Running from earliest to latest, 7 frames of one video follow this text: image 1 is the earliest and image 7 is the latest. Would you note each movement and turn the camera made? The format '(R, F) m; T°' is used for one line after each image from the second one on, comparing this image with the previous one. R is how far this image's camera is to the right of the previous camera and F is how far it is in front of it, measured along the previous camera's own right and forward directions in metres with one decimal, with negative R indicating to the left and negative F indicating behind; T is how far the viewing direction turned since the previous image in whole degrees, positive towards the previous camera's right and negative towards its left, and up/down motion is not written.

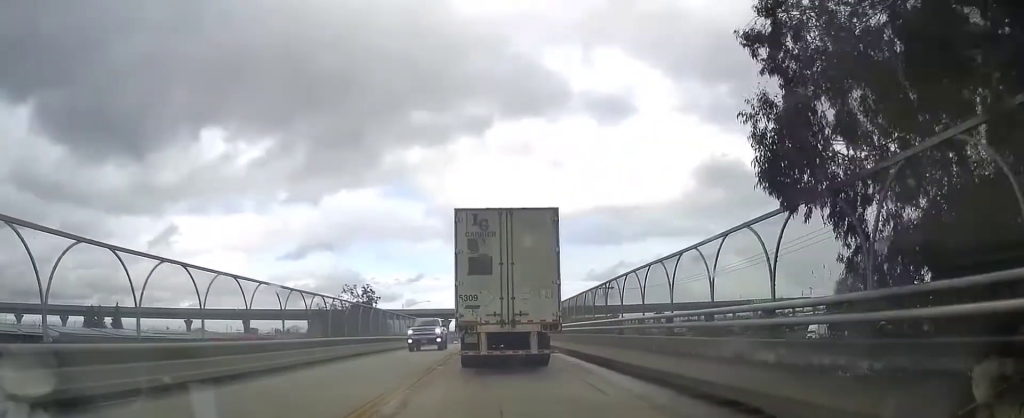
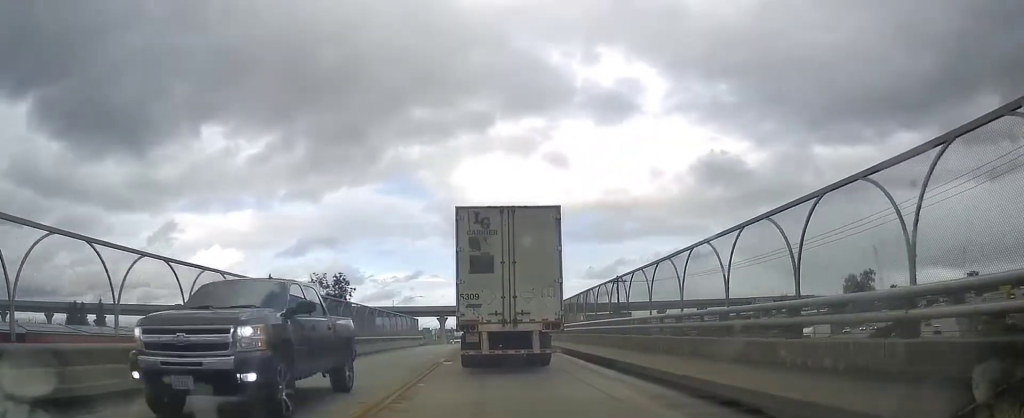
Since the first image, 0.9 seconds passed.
(0.0, +9.6) m; 0°
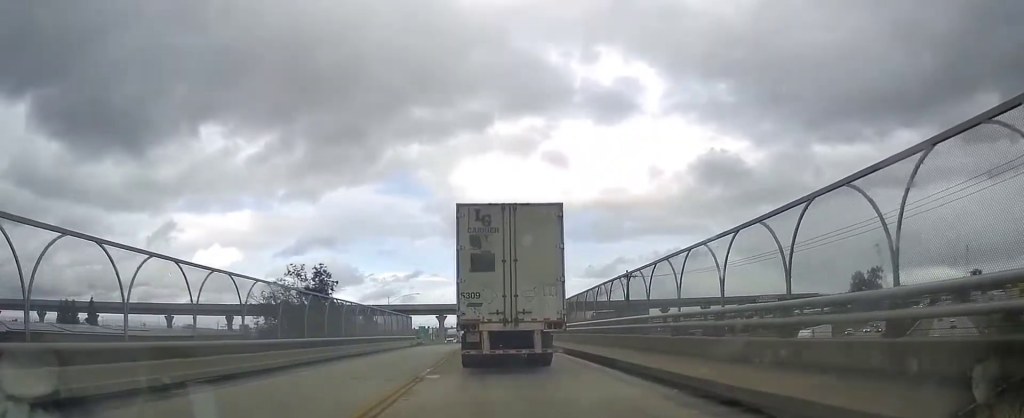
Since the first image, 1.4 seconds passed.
(0.0, +5.8) m; 0°
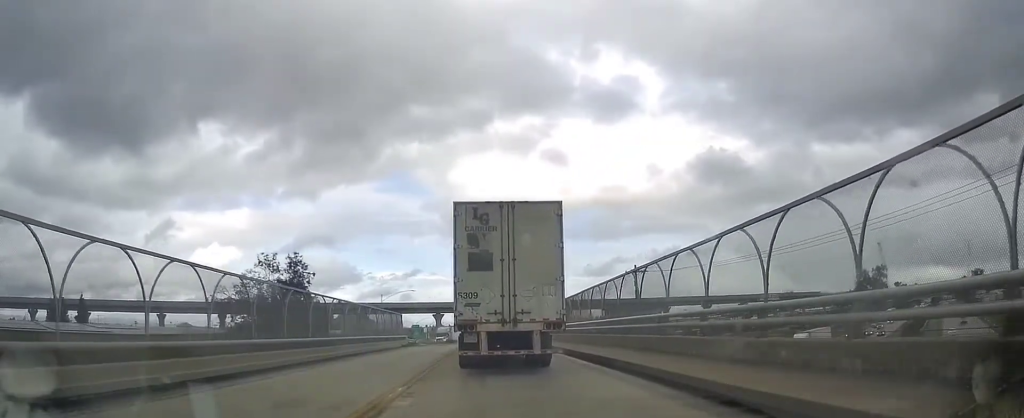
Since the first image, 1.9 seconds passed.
(0.0, +5.1) m; 0°
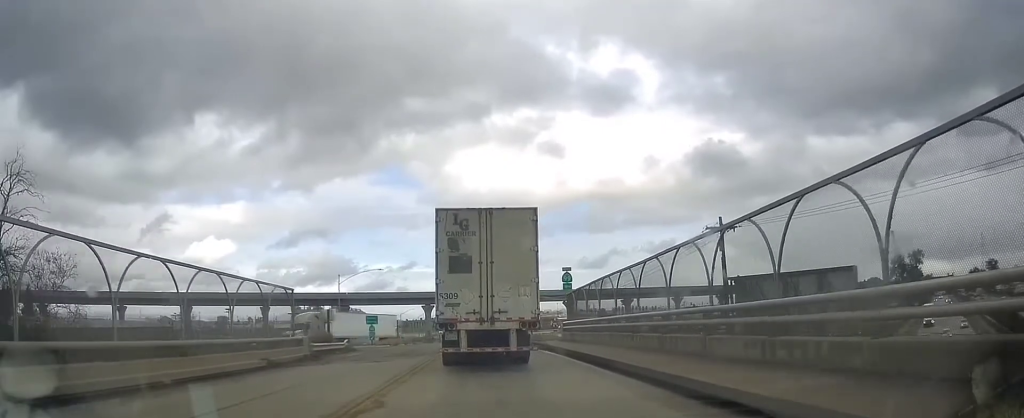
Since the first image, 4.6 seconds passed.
(0.0, +29.2) m; 0°
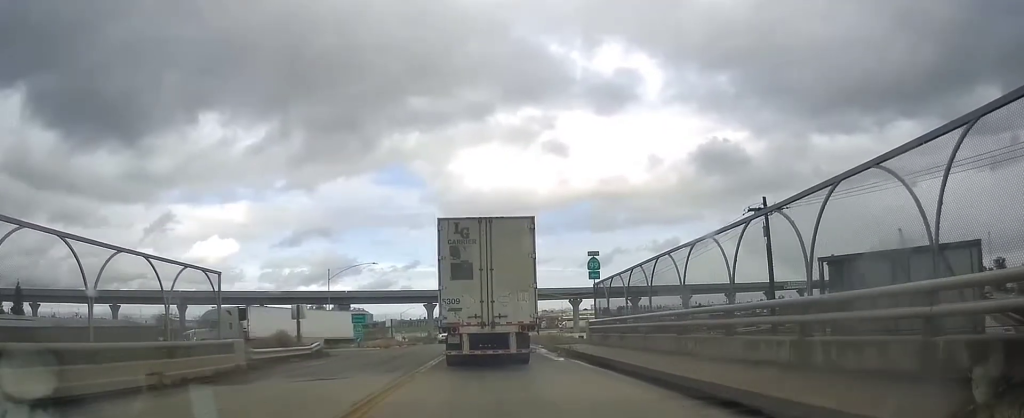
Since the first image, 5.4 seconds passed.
(0.0, +7.1) m; 0°
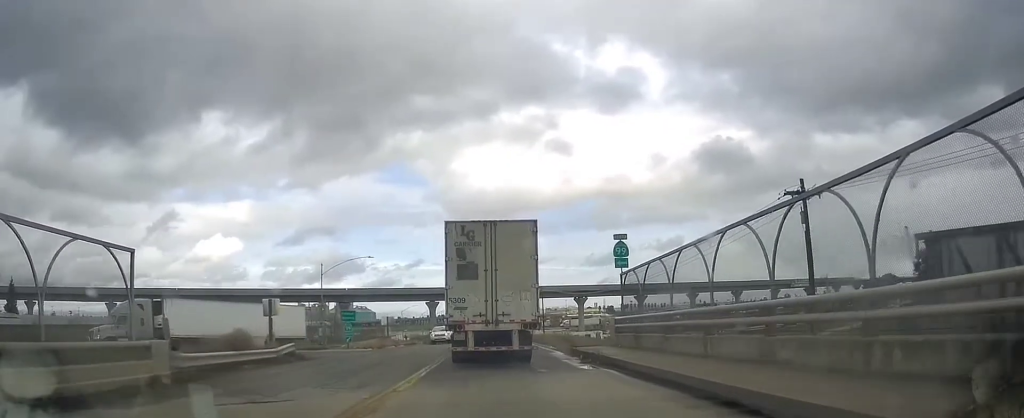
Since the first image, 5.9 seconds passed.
(0.0, +4.9) m; -1°
